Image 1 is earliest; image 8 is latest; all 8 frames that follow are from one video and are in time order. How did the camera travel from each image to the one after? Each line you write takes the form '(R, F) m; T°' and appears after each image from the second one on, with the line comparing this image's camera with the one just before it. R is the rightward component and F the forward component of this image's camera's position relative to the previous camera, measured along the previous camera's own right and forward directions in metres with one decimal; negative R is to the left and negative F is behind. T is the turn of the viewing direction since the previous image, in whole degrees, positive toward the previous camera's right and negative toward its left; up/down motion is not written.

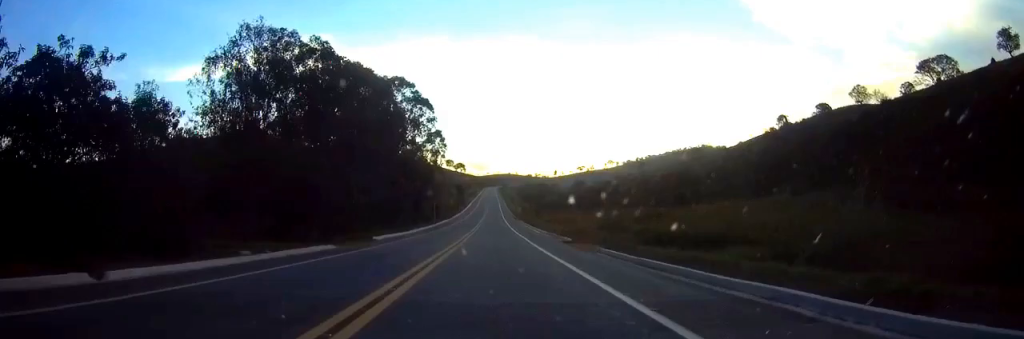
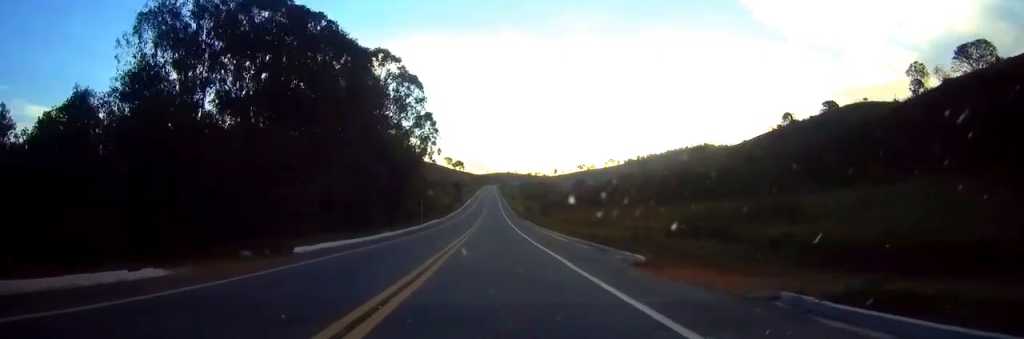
(0.0, +18.2) m; 0°
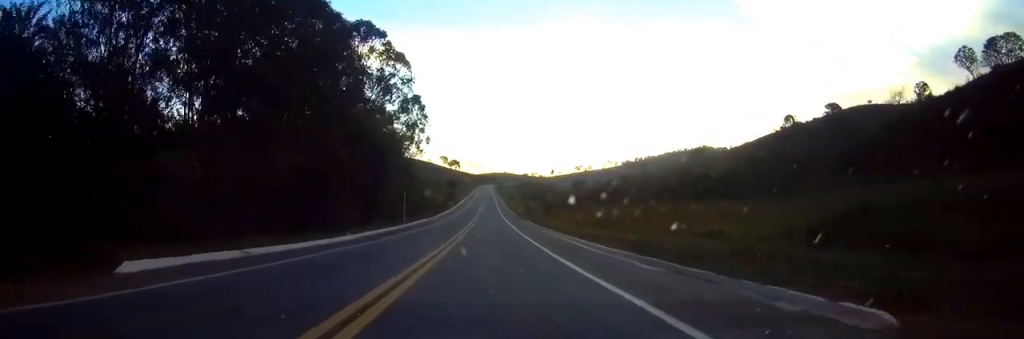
(0.0, +13.2) m; 0°
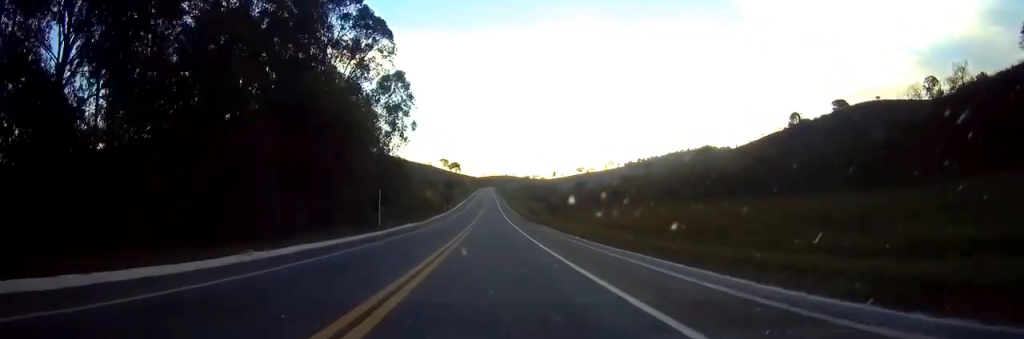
(0.0, +16.5) m; 0°
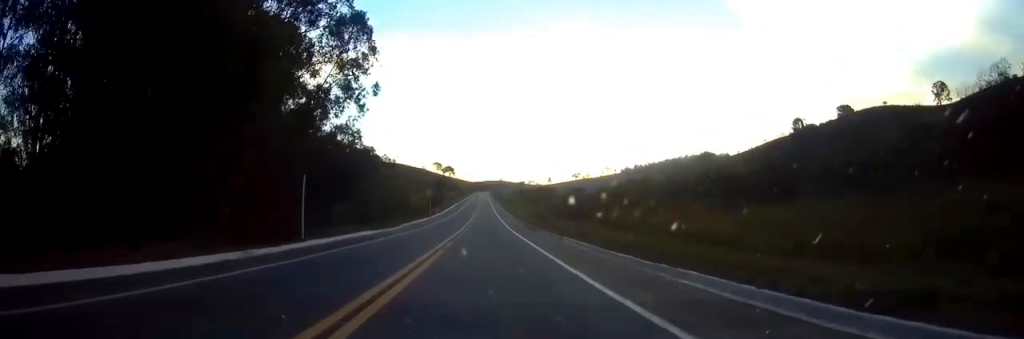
(0.0, +20.6) m; 0°
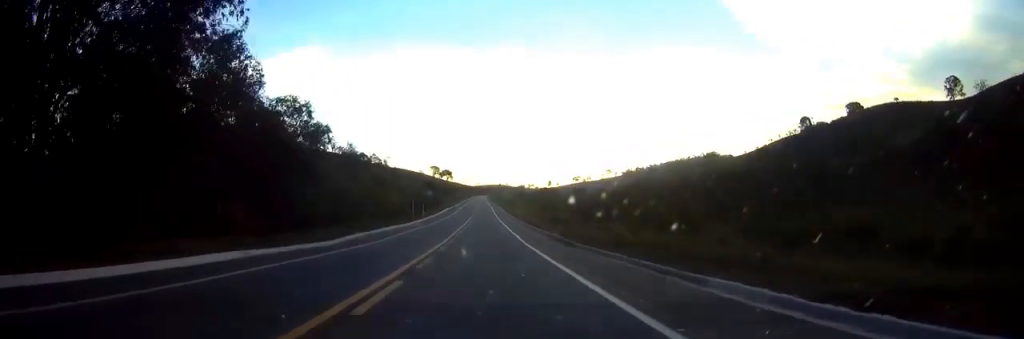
(-0.1, +24.0) m; 0°
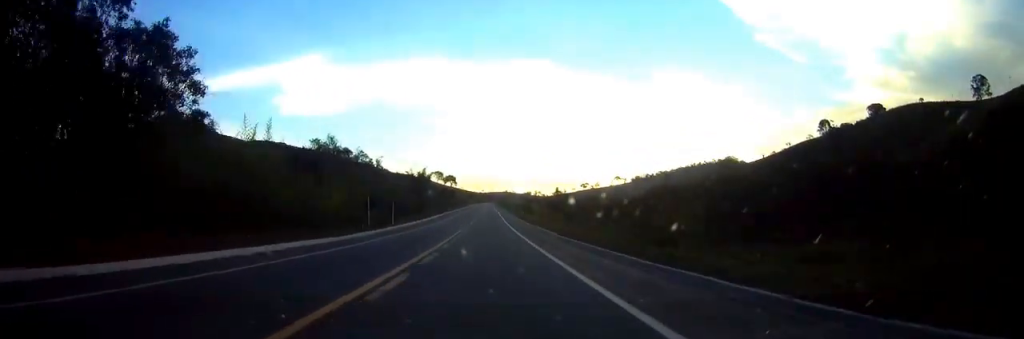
(0.0, +34.6) m; 0°
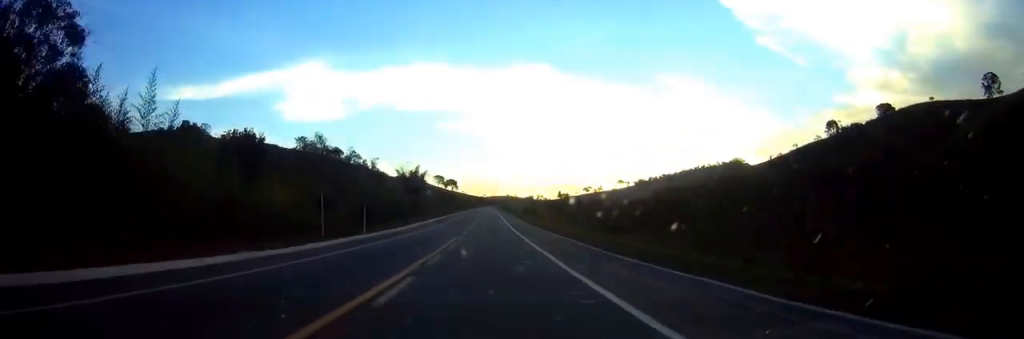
(0.0, +14.8) m; 0°
